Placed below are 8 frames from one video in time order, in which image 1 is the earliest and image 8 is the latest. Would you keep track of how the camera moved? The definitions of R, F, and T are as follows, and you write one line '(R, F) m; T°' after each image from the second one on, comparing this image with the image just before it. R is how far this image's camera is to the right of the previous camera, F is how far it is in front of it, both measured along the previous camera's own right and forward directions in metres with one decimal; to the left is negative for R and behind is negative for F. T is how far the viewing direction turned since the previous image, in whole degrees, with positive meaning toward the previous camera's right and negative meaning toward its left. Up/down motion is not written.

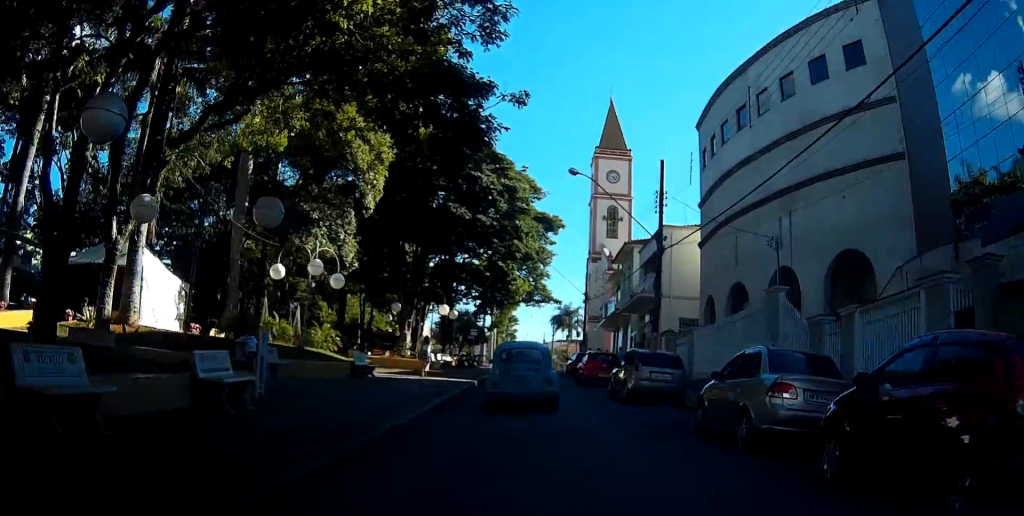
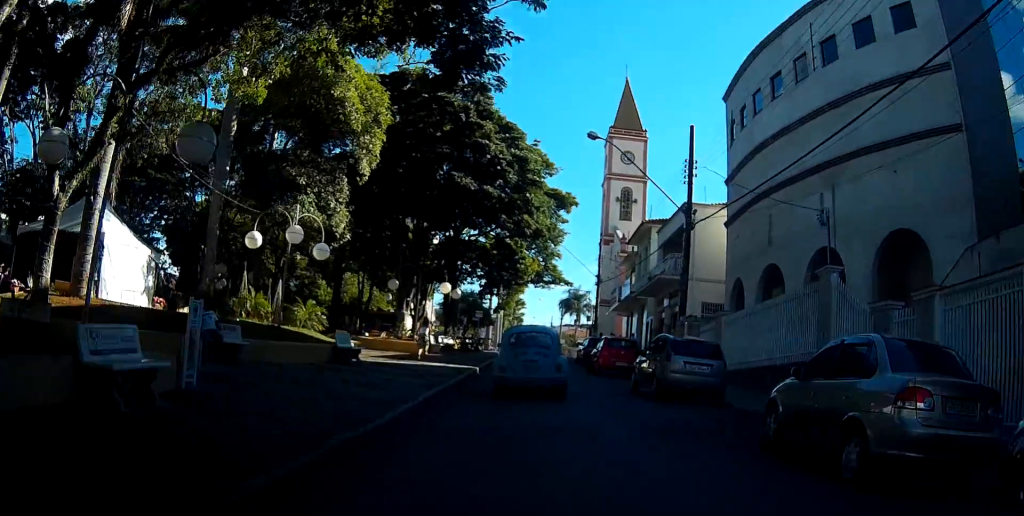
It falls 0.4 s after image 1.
(0.0, +3.2) m; 0°
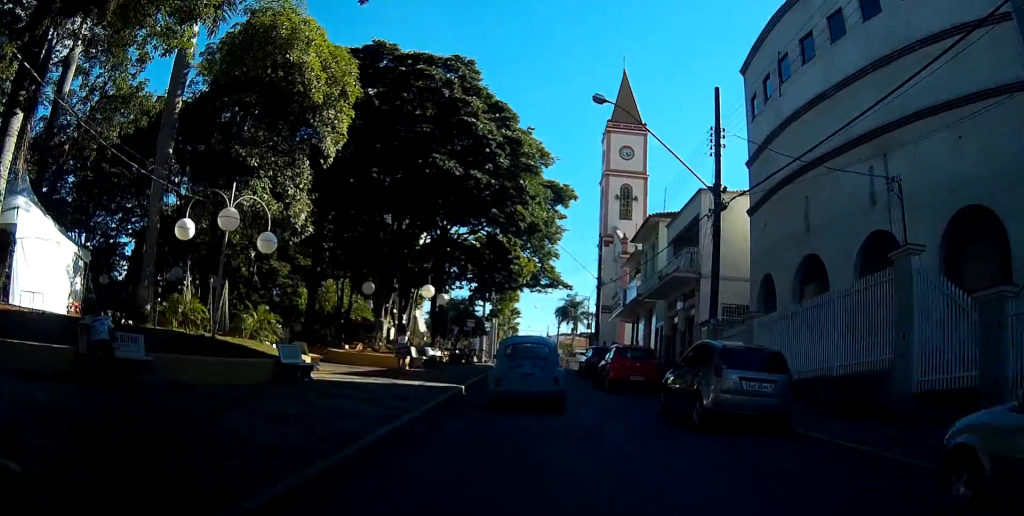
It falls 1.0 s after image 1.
(0.0, +4.4) m; 0°
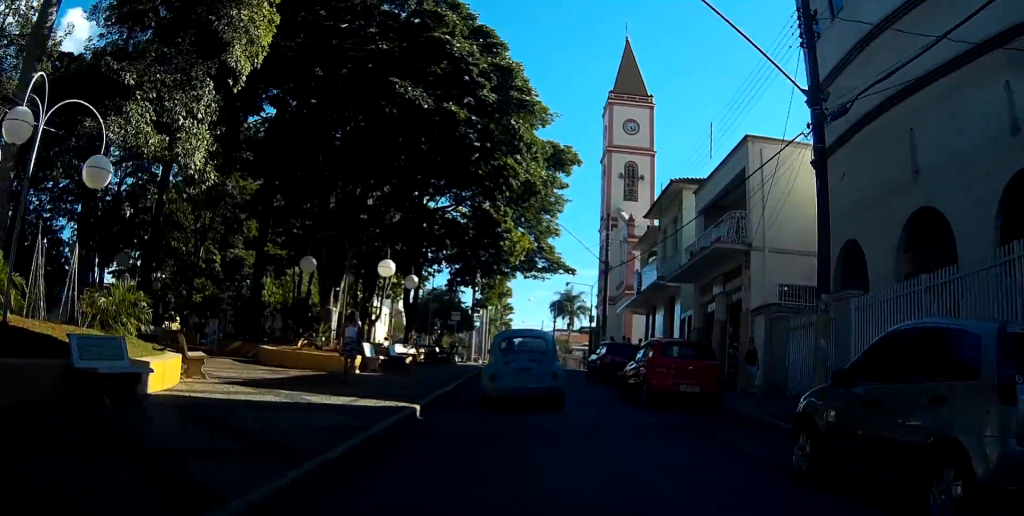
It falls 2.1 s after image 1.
(0.0, +7.7) m; +1°
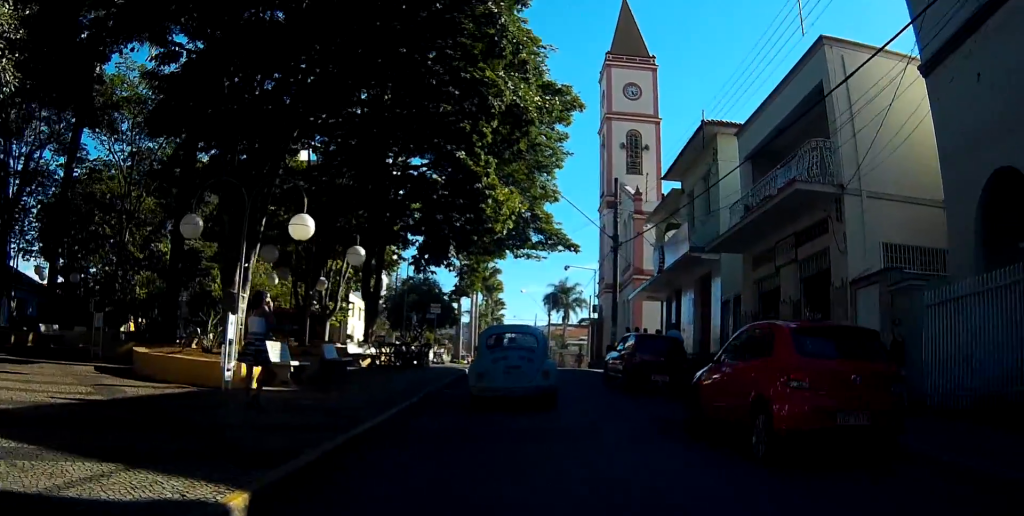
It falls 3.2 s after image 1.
(+0.2, +7.7) m; +2°
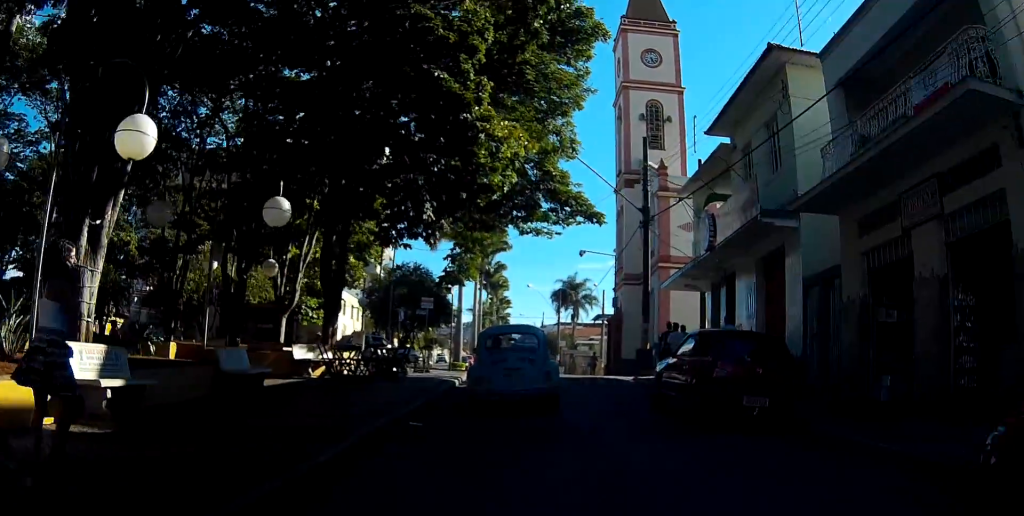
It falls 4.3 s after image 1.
(+0.1, +6.7) m; 0°
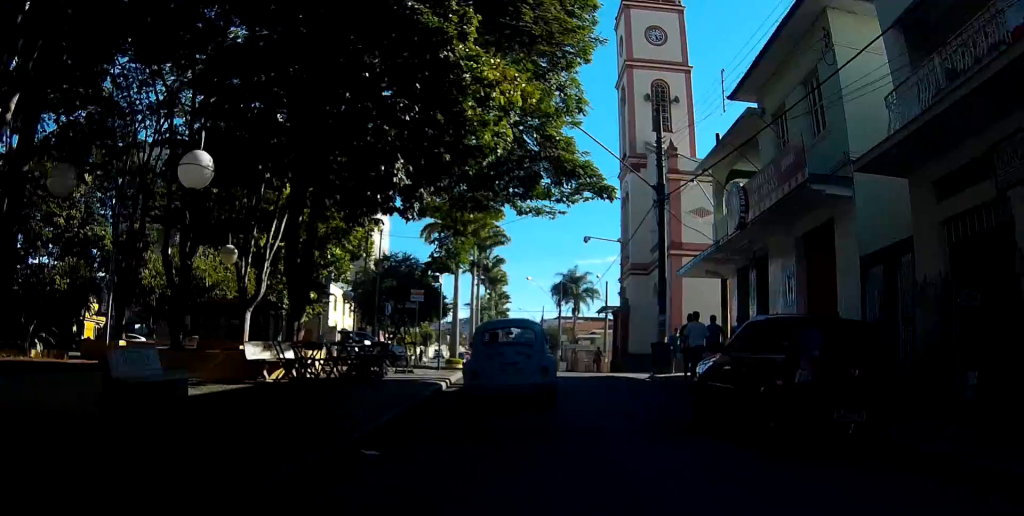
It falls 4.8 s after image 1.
(0.0, +3.2) m; 0°
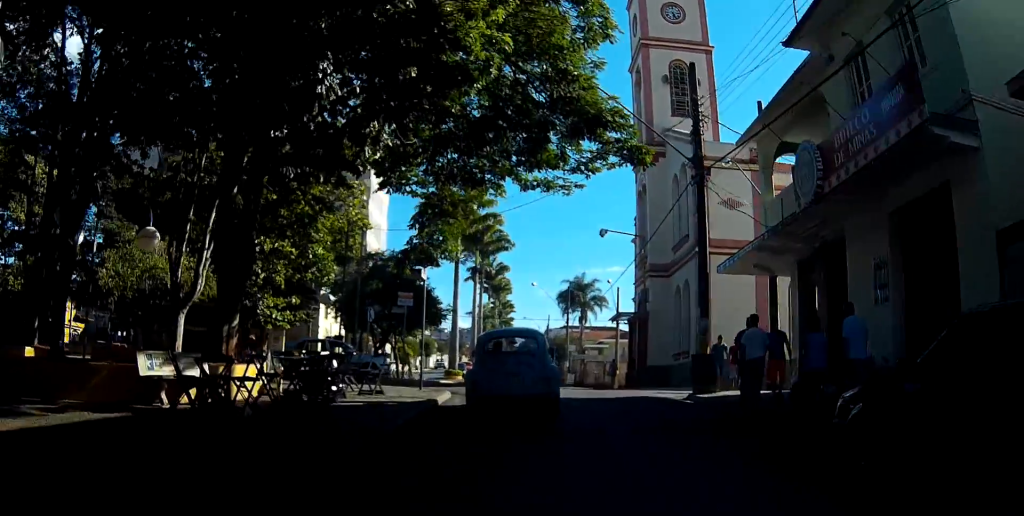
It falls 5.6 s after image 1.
(0.0, +4.7) m; -1°
